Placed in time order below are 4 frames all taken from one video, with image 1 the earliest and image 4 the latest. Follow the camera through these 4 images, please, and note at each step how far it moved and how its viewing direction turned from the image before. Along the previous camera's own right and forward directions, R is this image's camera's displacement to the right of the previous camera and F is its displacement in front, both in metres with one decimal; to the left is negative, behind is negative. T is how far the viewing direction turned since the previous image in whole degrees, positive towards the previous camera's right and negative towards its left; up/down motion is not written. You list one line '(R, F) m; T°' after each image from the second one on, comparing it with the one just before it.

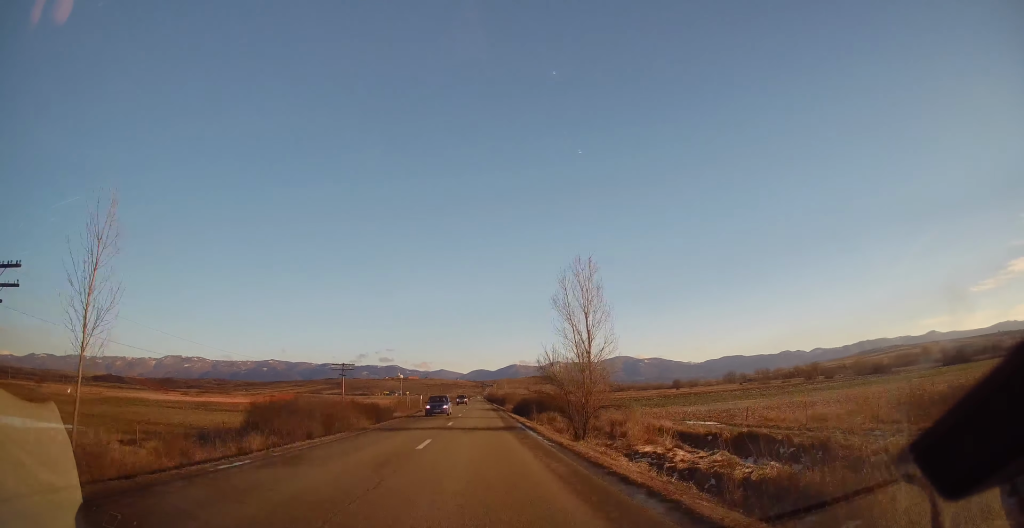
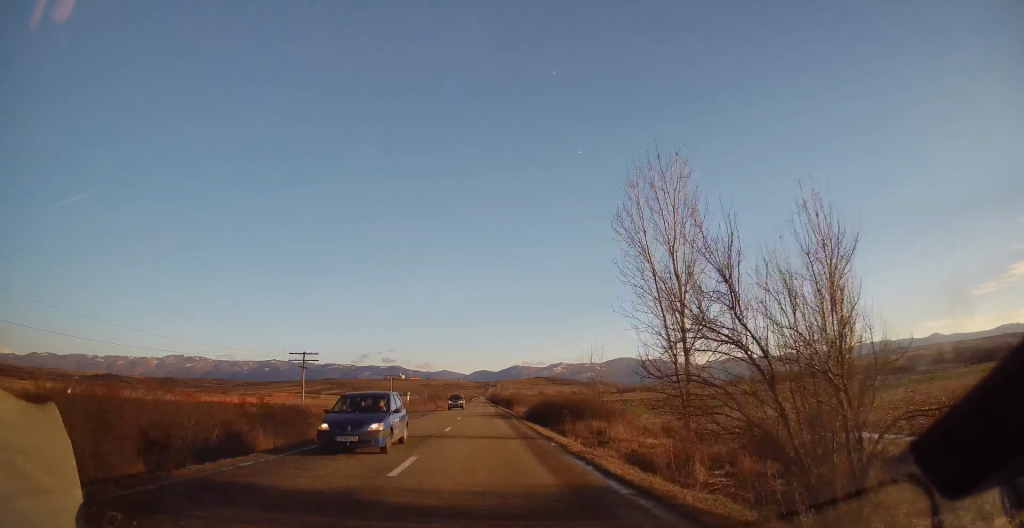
(+0.1, +16.2) m; 0°
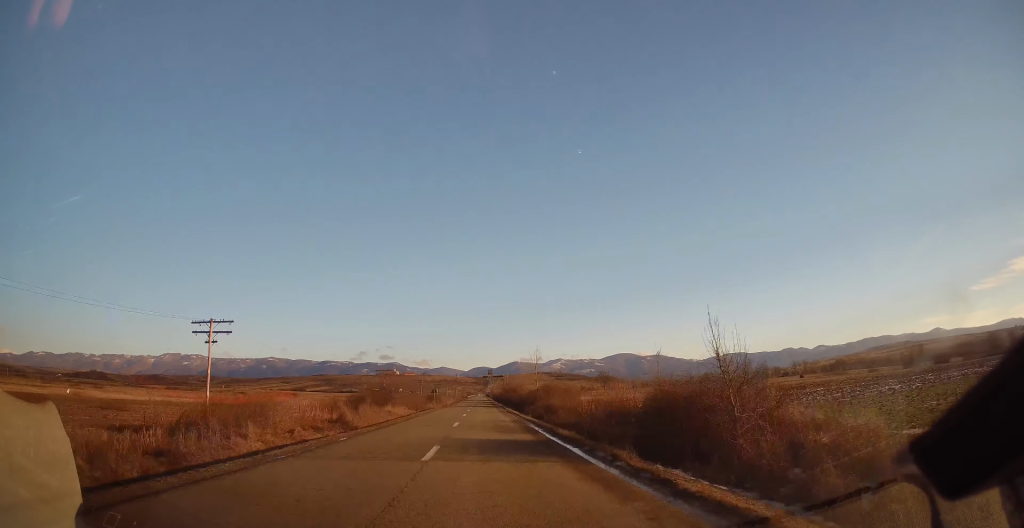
(-0.3, +69.1) m; 0°
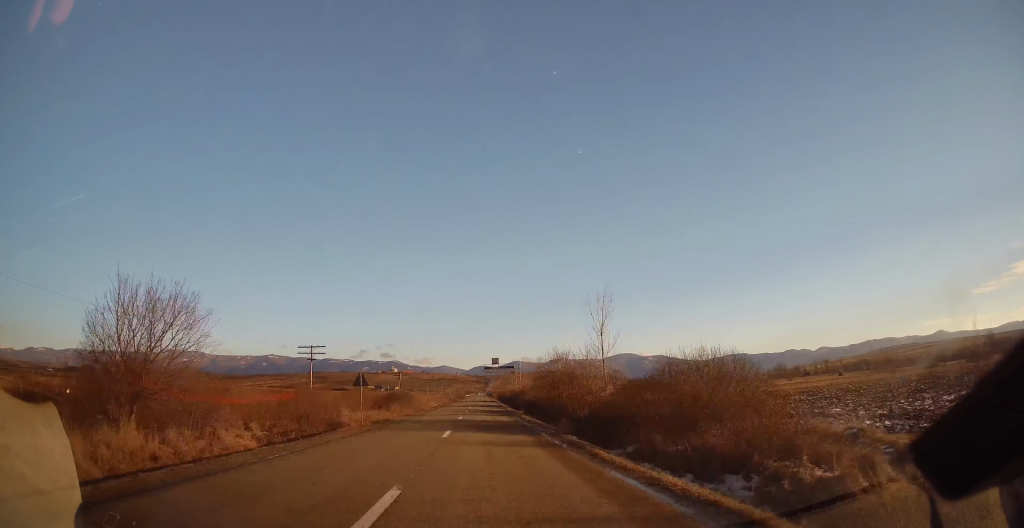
(-0.1, +41.2) m; 0°
